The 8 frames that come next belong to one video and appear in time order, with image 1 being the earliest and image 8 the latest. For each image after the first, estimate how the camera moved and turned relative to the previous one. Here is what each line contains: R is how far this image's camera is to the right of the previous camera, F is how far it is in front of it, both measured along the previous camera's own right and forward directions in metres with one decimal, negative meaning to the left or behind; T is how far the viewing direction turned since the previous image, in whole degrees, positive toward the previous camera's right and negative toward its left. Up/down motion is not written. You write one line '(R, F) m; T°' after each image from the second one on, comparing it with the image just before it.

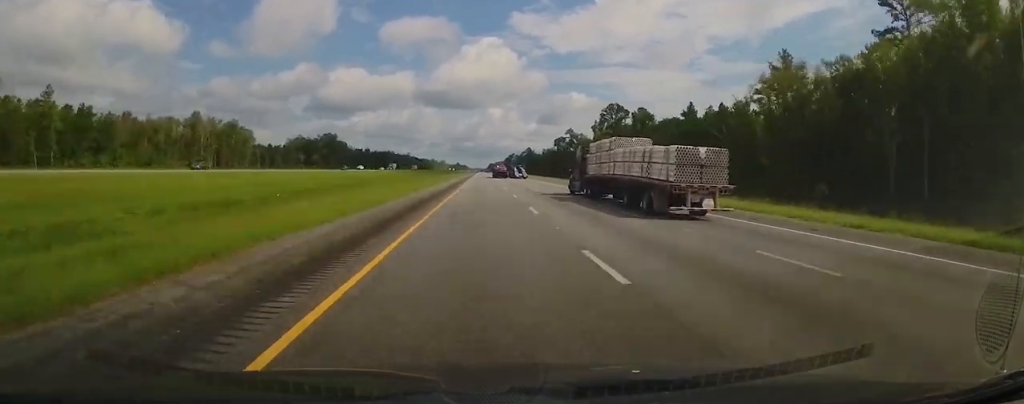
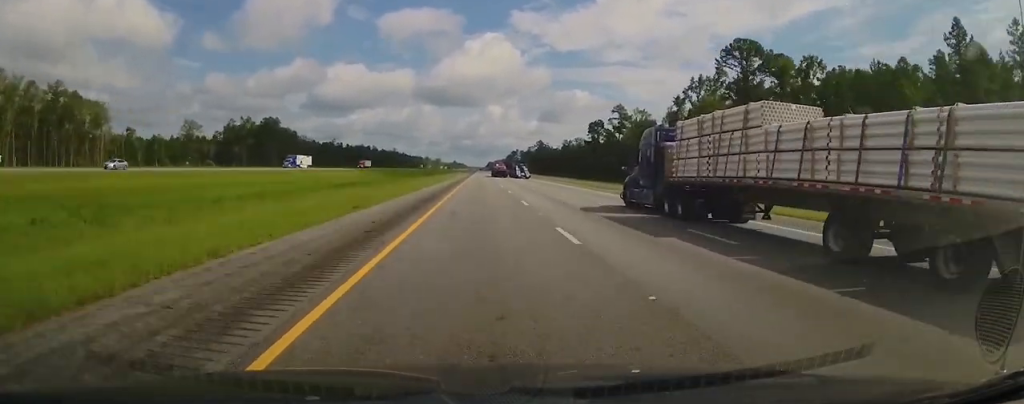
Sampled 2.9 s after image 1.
(0.0, +113.1) m; 0°
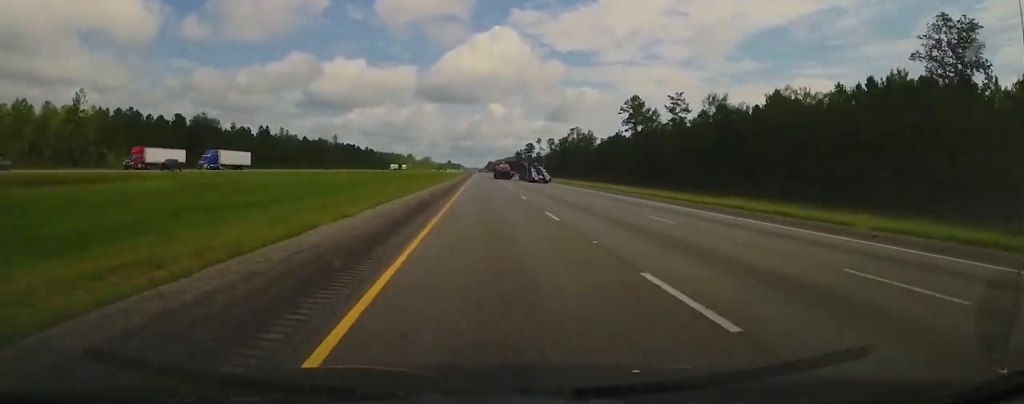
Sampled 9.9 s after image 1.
(+0.7, +236.5) m; 0°
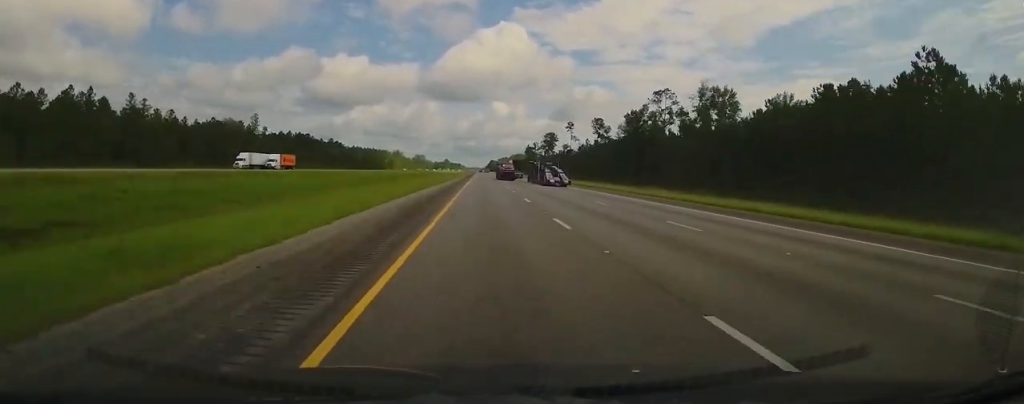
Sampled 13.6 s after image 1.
(+0.2, +137.2) m; 0°
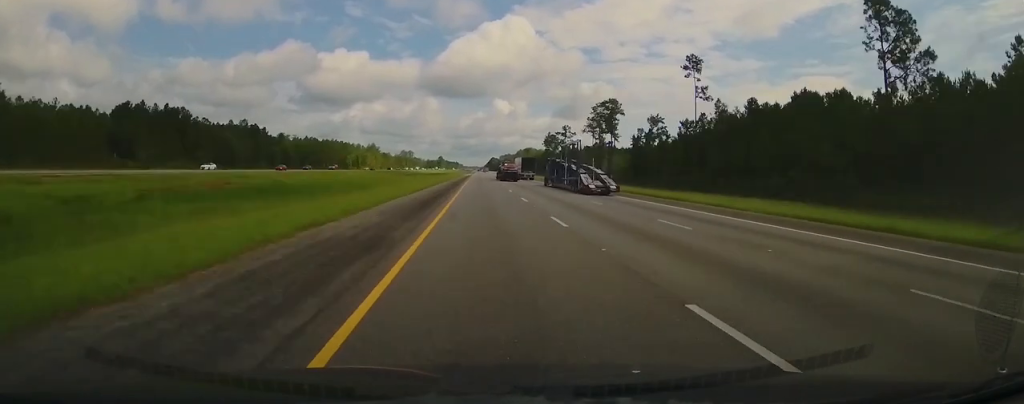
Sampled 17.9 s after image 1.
(0.0, +167.1) m; 0°
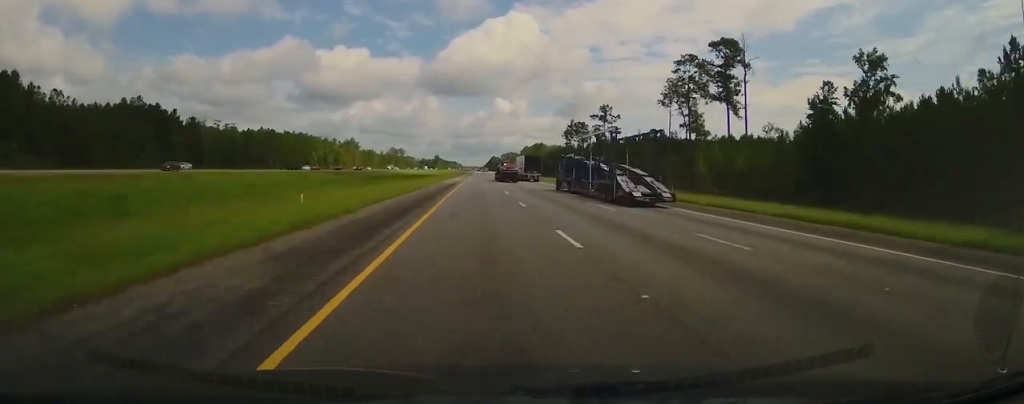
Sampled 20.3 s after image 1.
(0.0, +114.9) m; 0°
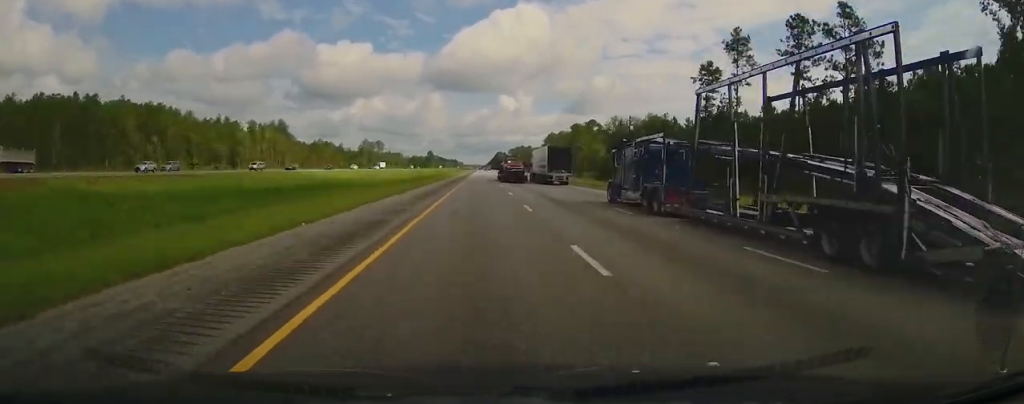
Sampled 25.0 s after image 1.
(-0.3, +240.2) m; 0°
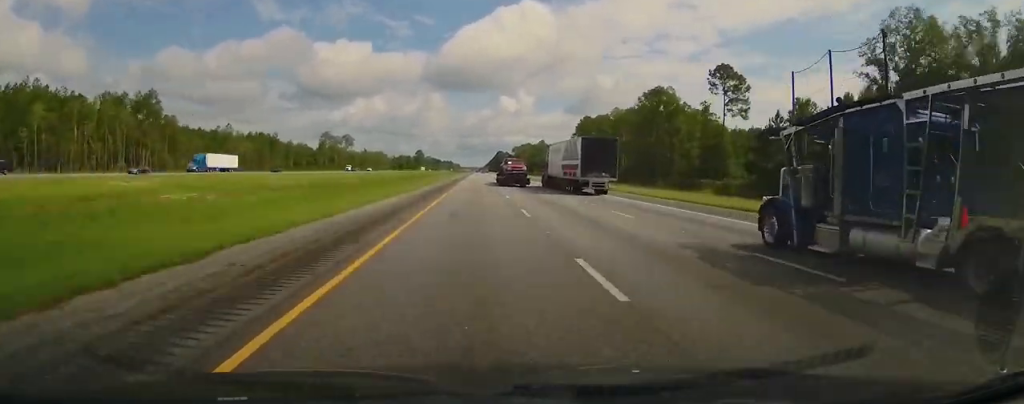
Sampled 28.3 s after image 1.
(0.0, +125.5) m; 0°
